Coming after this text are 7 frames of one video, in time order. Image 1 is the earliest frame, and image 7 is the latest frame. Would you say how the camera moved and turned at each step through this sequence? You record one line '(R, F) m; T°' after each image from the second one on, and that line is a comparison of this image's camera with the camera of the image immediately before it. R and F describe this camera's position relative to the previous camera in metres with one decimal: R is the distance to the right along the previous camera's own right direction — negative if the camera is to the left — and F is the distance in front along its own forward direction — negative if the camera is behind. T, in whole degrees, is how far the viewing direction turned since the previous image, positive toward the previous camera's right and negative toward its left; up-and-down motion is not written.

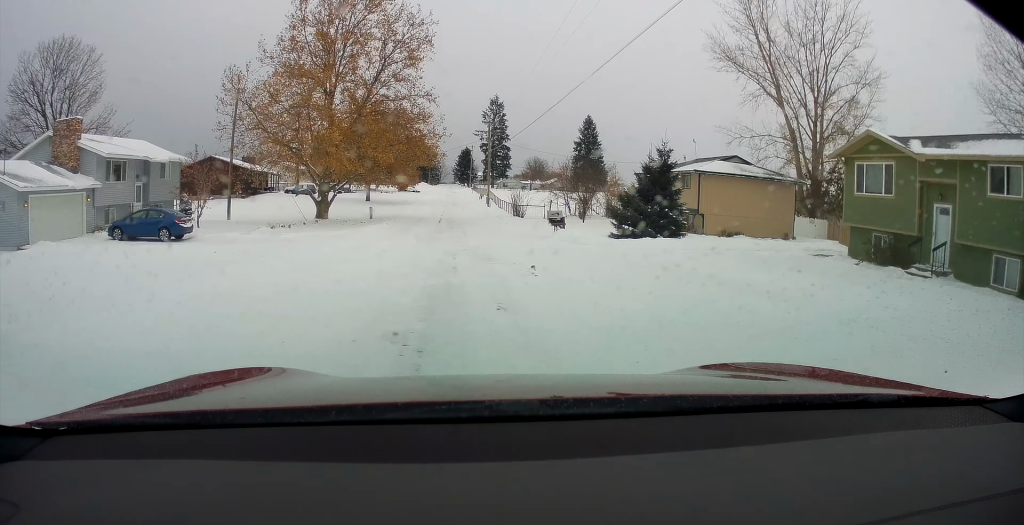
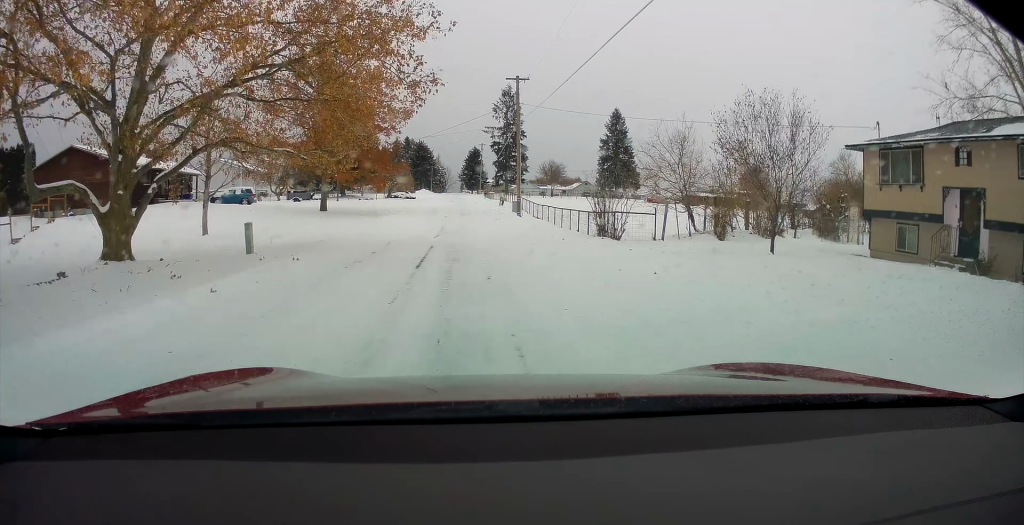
(+1.3, +23.5) m; +1°
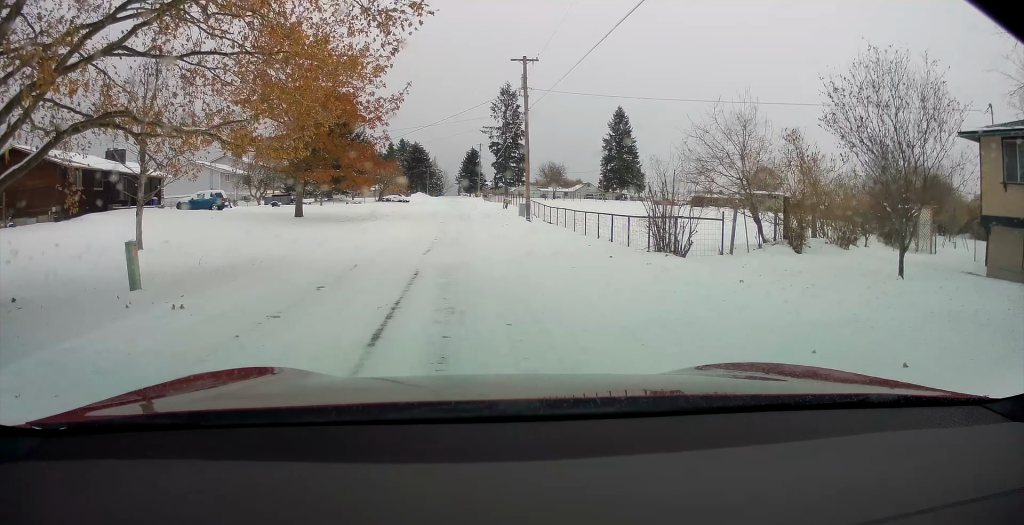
(-0.4, +6.6) m; 0°
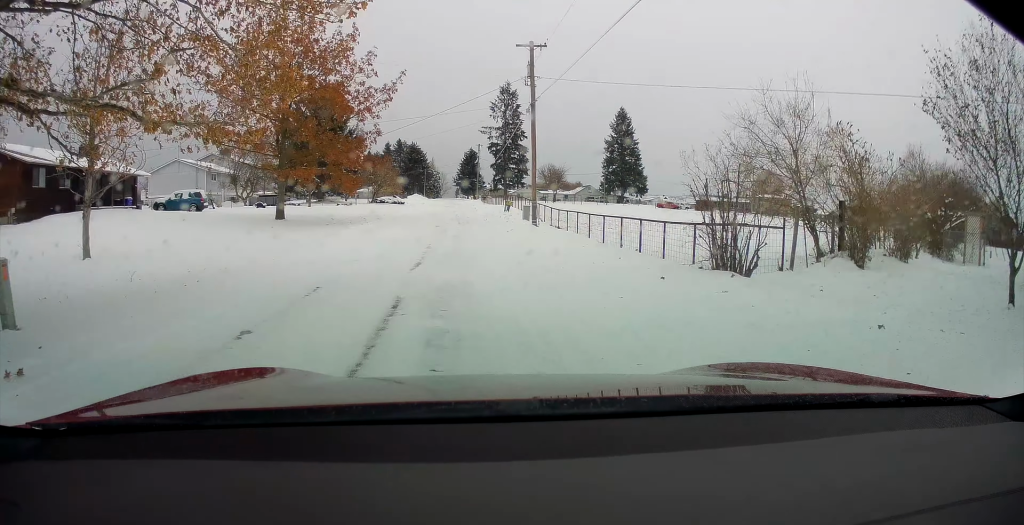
(0.0, +4.0) m; 0°
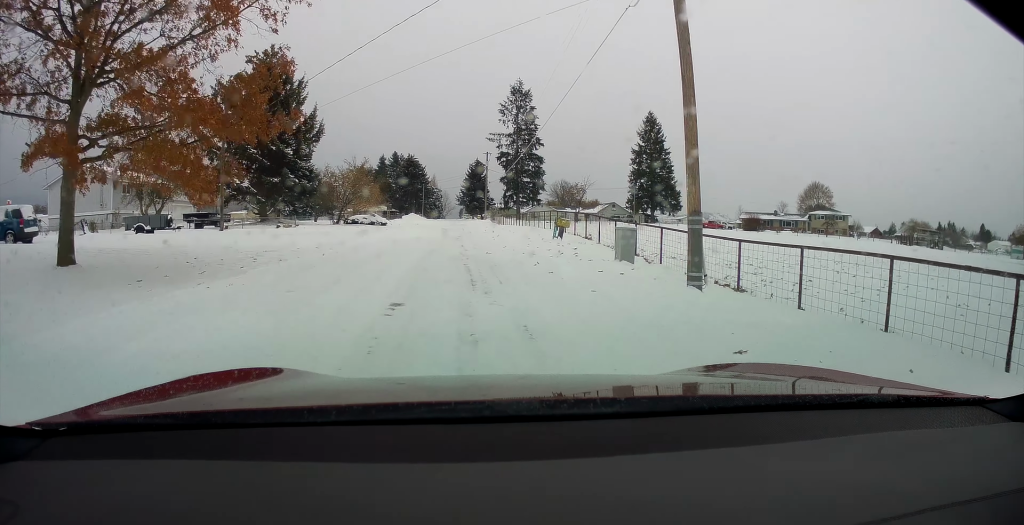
(+0.6, +22.3) m; +1°
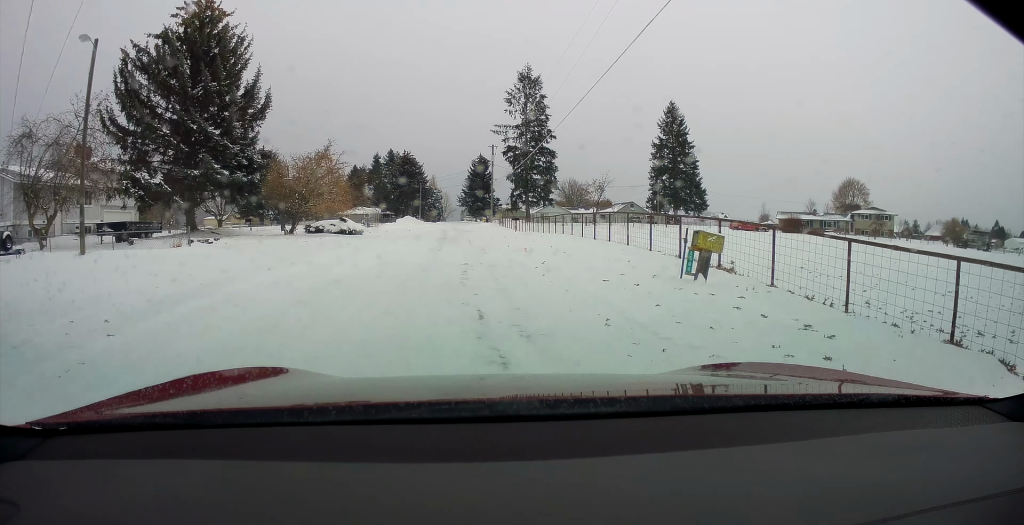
(-0.1, +13.7) m; -2°
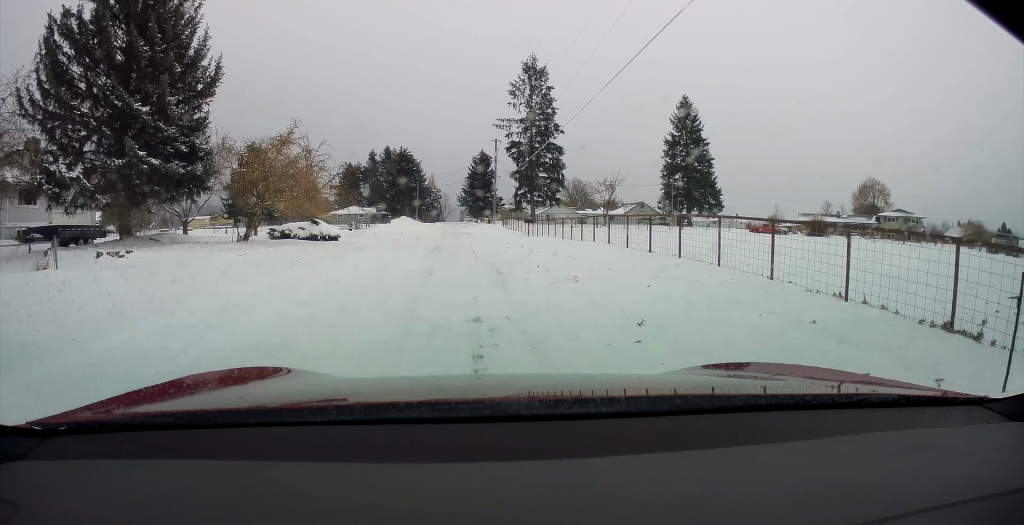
(-0.3, +7.4) m; 0°
